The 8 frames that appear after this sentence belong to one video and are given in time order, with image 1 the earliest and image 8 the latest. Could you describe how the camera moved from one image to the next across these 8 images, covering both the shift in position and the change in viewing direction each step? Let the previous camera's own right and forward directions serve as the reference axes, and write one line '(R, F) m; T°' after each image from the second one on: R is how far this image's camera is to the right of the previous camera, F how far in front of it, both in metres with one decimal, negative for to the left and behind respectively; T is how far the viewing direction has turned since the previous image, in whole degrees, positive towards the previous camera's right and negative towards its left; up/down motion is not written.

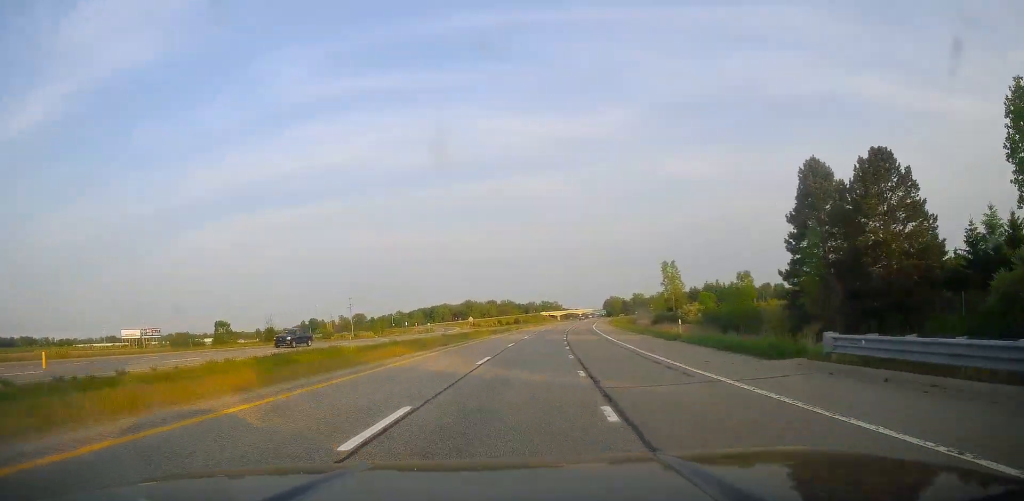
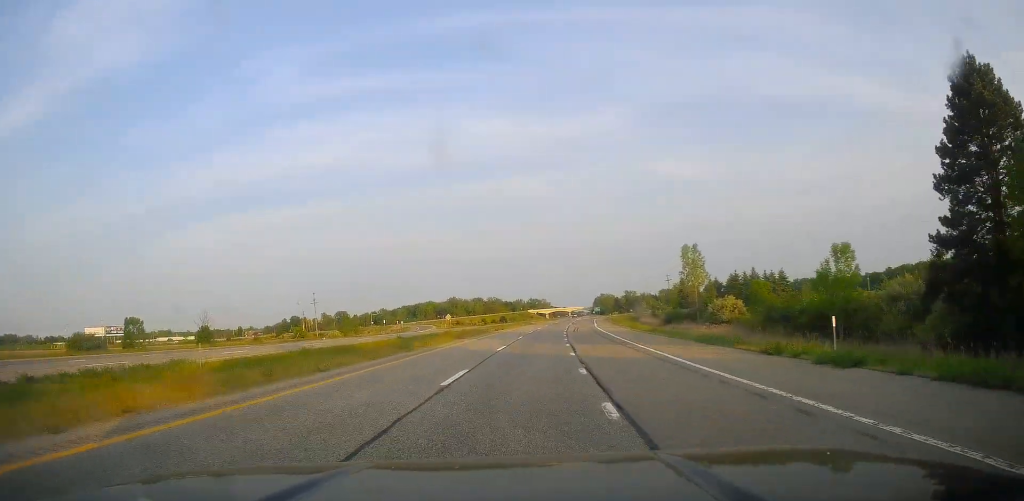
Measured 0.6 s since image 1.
(+0.6, +22.7) m; +1°
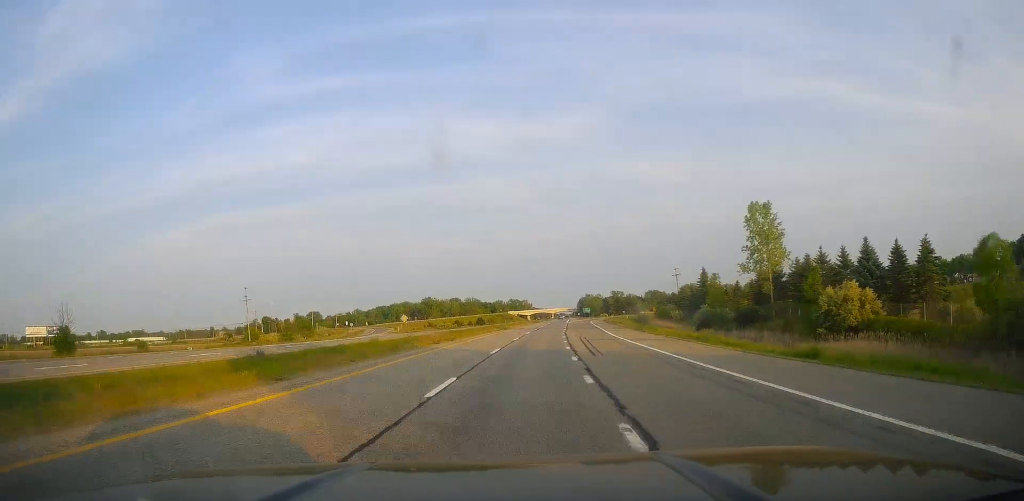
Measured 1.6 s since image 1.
(-0.1, +33.5) m; +1°
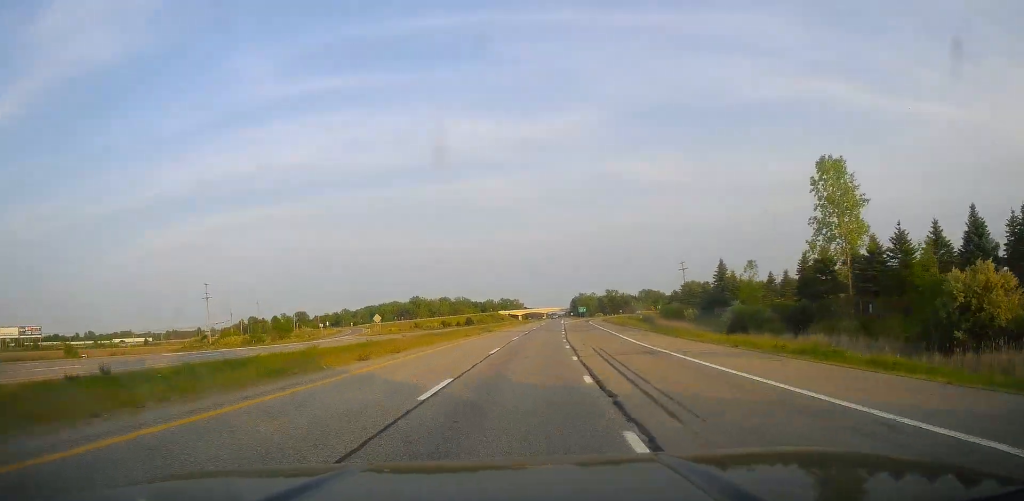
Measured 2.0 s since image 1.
(0.0, +15.5) m; +1°
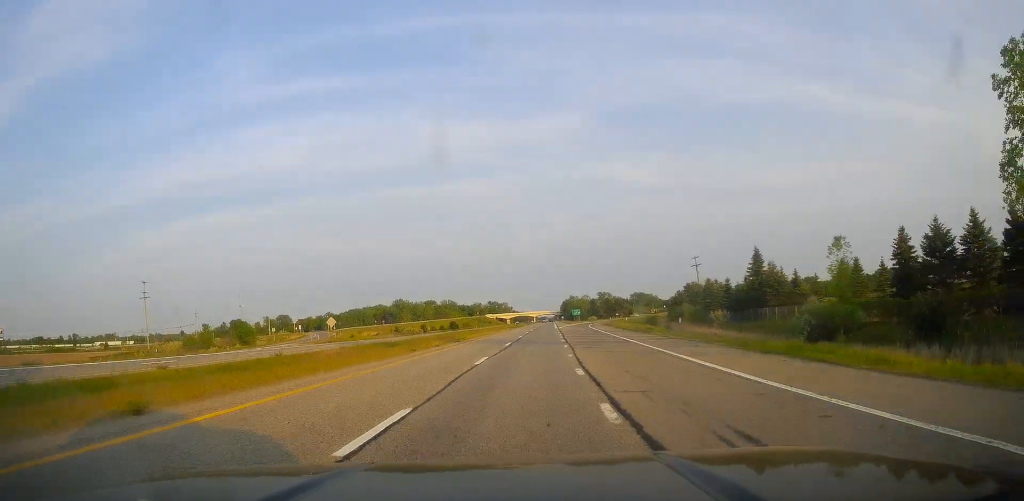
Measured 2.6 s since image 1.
(+0.6, +20.4) m; +1°
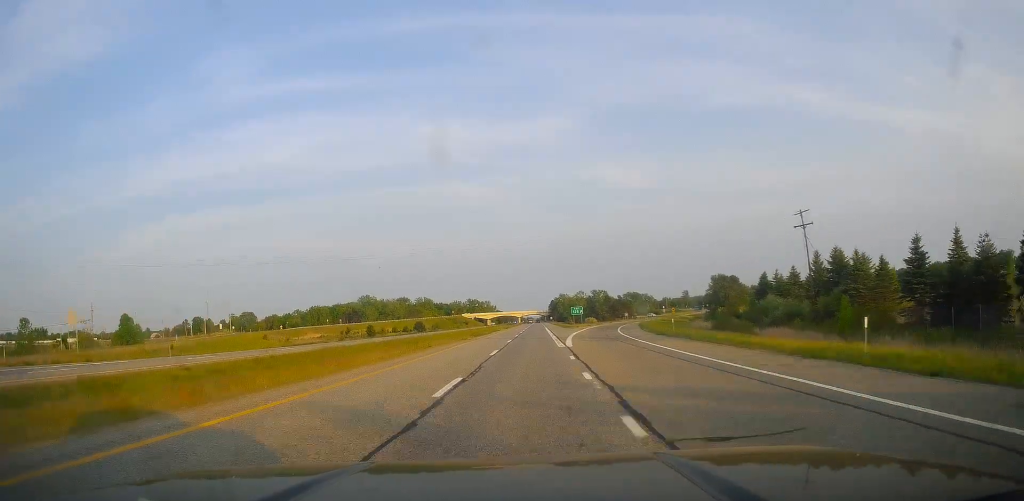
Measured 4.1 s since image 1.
(+0.9, +55.2) m; +2°
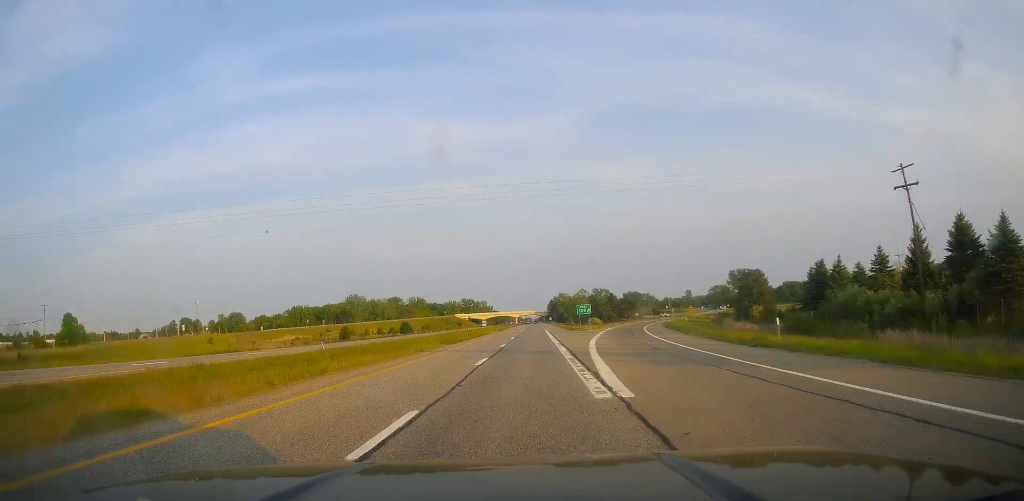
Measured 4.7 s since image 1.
(+0.3, +21.6) m; +1°
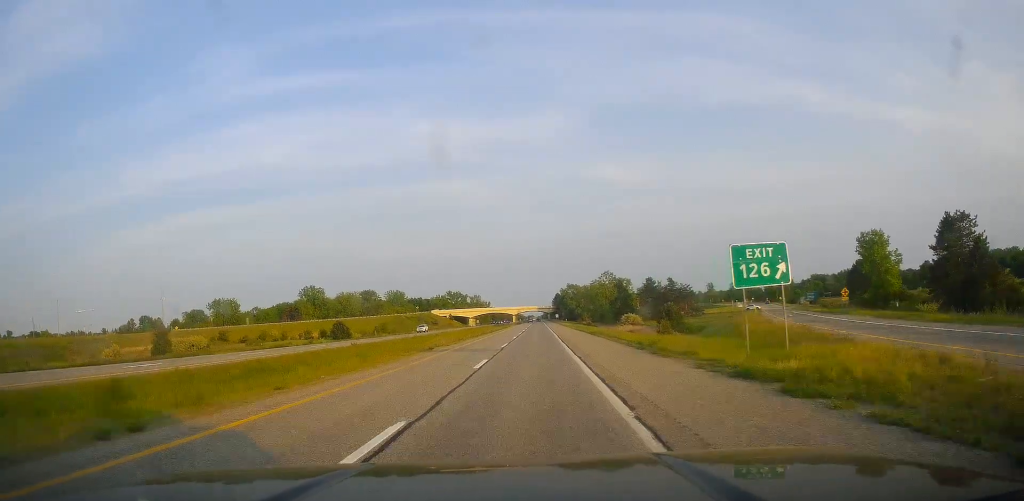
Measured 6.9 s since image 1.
(+1.6, +78.1) m; 0°
